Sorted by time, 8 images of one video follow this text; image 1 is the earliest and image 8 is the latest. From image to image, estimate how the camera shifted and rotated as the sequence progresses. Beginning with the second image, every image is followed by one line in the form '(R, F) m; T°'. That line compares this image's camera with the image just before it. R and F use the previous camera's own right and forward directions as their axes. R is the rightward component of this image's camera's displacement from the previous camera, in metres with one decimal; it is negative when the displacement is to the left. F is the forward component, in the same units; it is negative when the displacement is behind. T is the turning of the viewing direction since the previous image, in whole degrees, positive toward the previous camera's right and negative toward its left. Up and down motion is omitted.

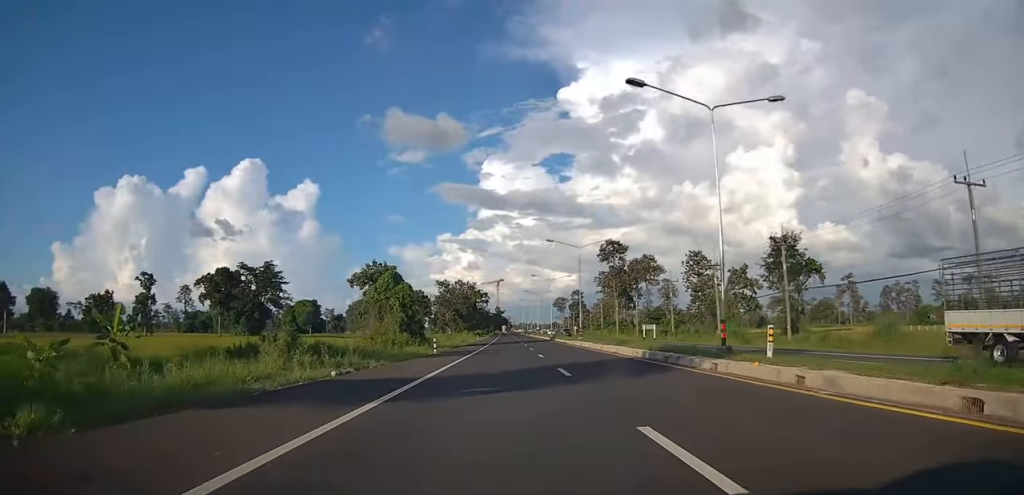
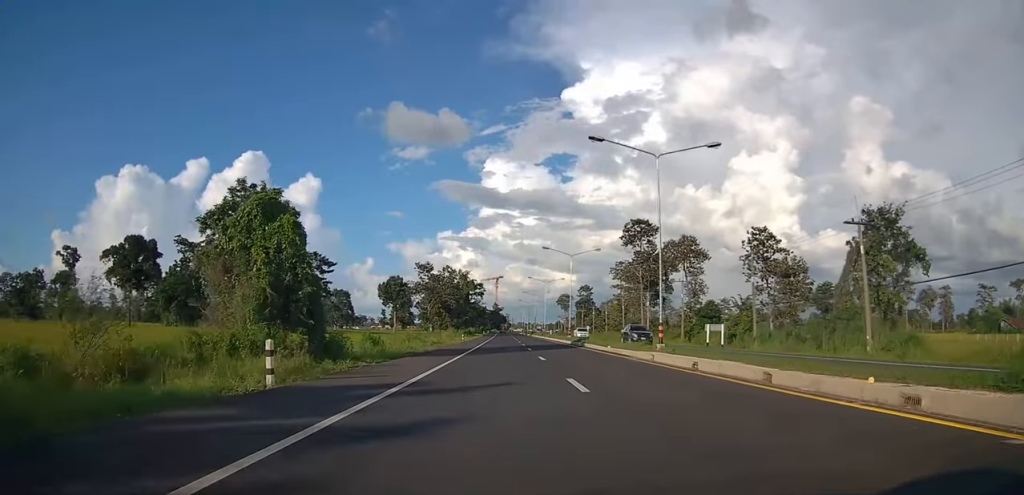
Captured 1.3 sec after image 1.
(+1.5, +28.6) m; +3°
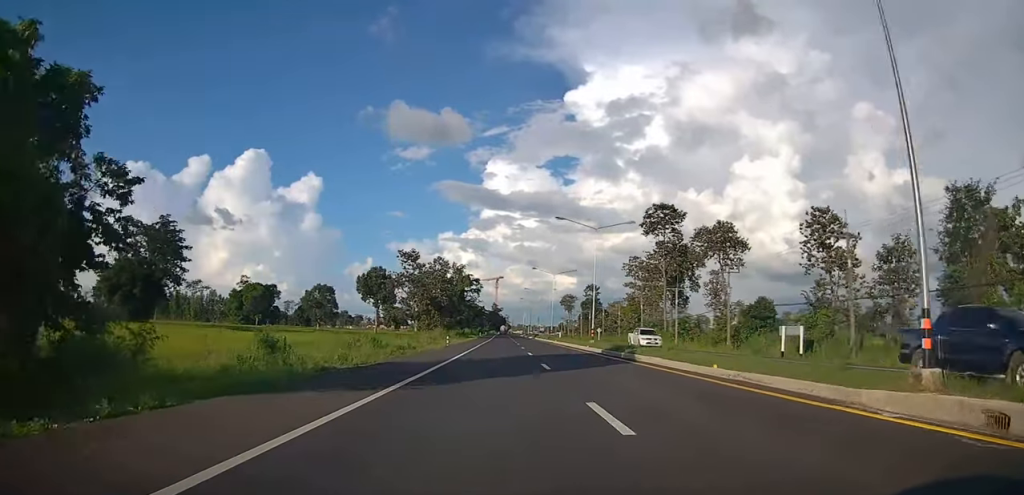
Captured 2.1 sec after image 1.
(+0.1, +16.7) m; -1°
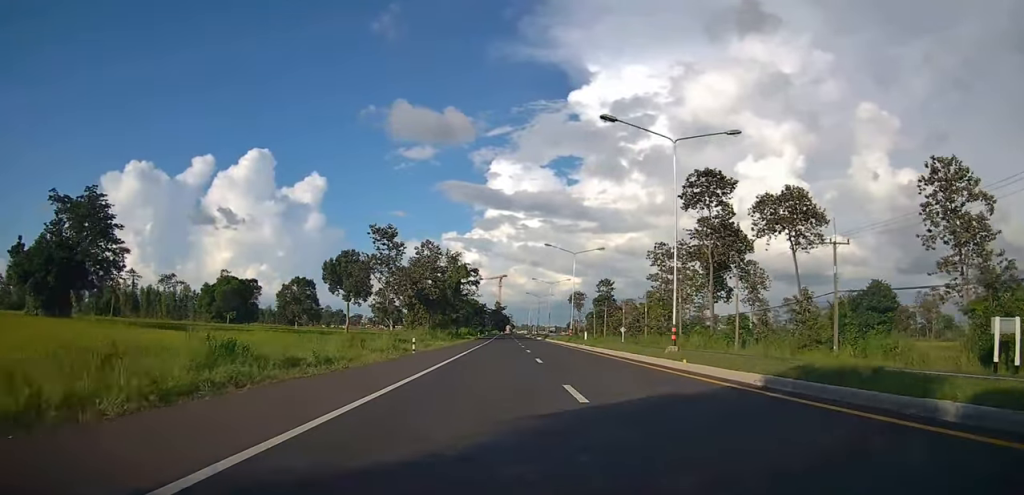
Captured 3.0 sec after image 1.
(-0.6, +20.6) m; -2°
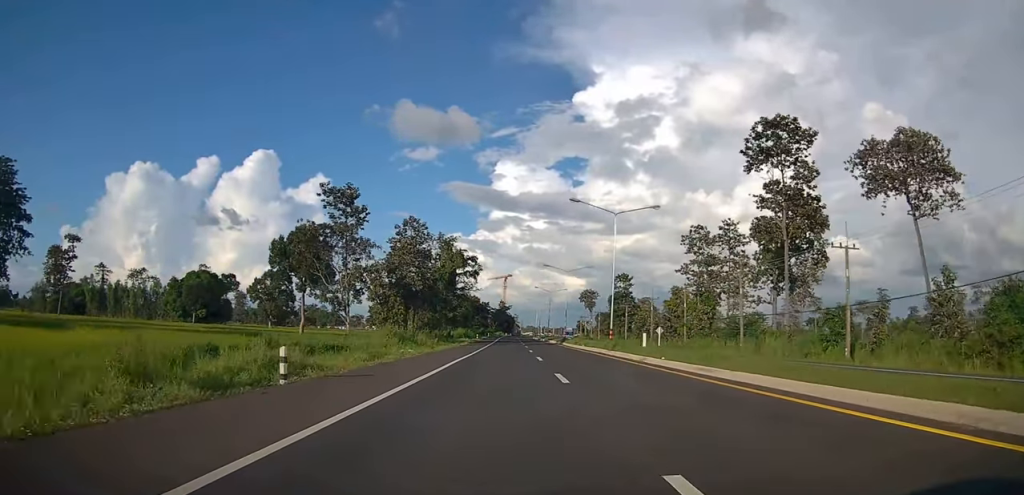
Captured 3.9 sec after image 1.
(0.0, +20.1) m; 0°
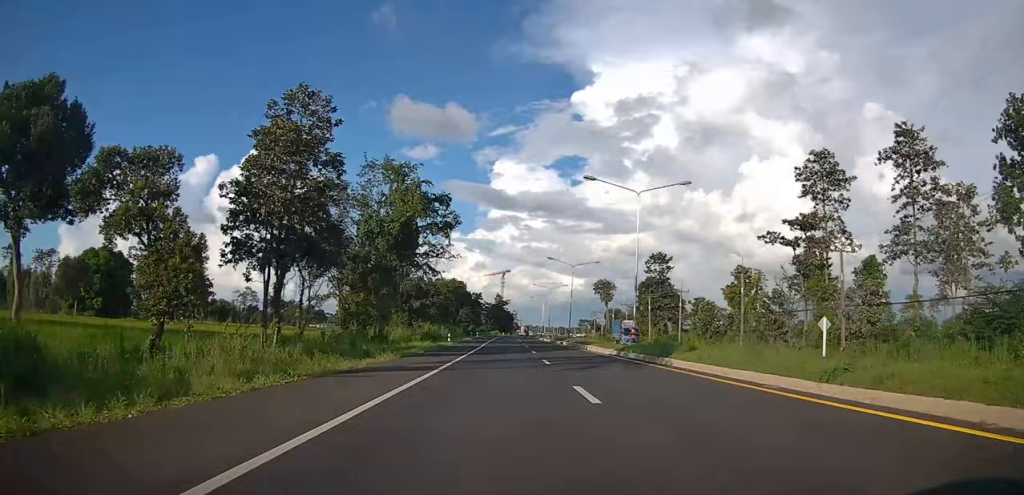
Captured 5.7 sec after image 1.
(-0.3, +40.6) m; +1°
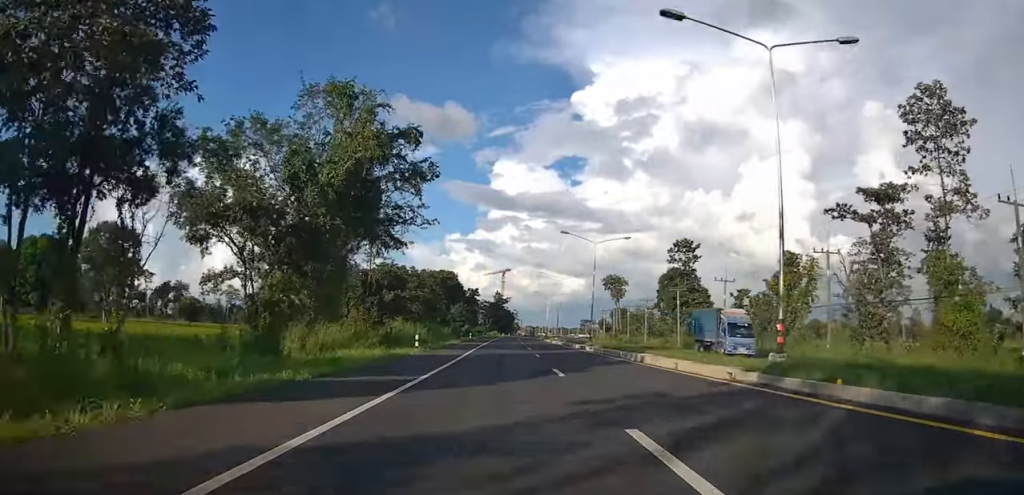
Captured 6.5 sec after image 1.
(+0.4, +17.7) m; 0°
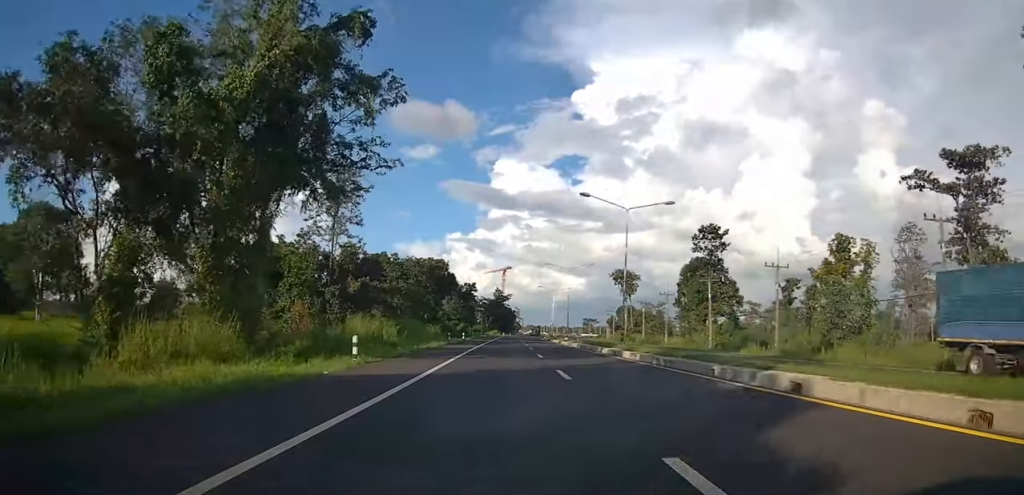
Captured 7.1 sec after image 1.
(+0.1, +13.5) m; 0°
